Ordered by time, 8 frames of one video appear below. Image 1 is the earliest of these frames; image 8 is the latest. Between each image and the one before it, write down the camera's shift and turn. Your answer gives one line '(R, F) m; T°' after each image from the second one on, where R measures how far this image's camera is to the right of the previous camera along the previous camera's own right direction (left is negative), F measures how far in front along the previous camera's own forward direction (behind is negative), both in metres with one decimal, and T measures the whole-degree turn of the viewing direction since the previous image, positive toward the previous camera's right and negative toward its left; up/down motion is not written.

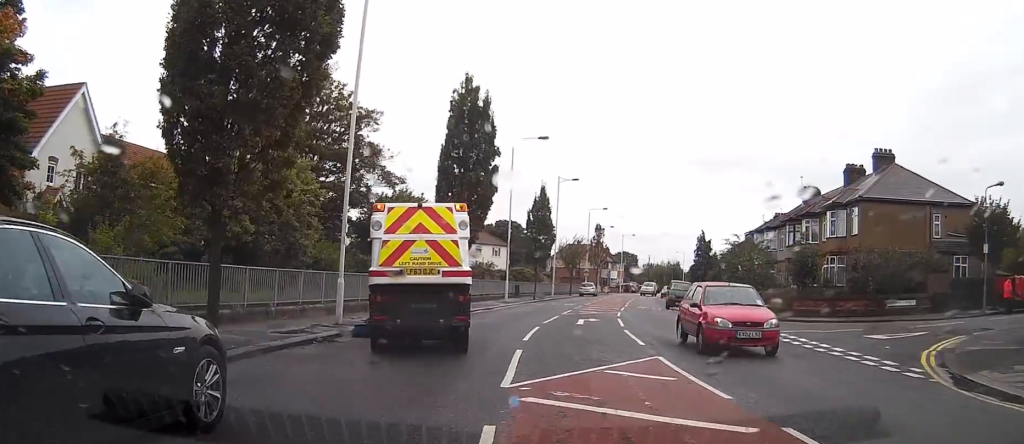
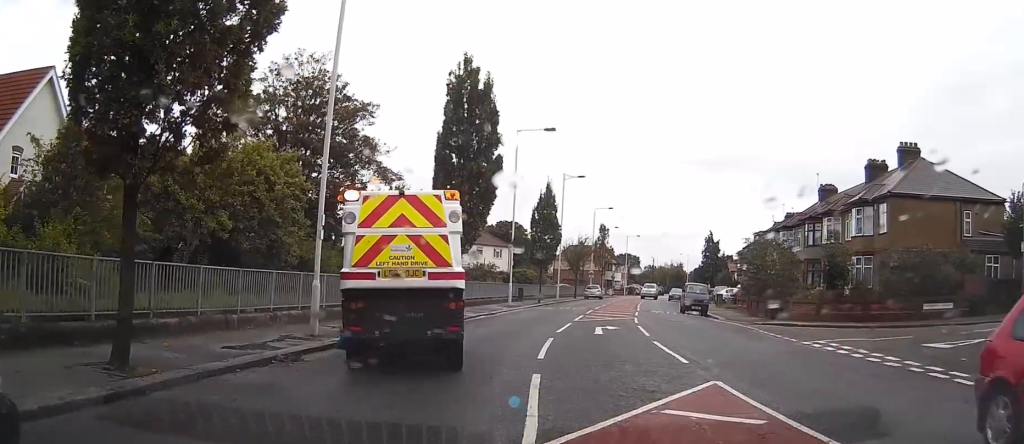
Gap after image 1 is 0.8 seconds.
(0.0, +3.3) m; 0°
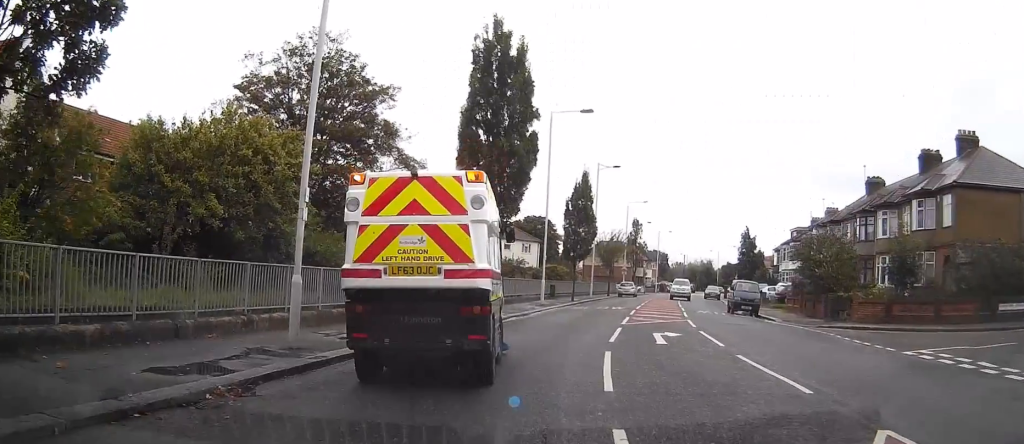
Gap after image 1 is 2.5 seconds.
(0.0, +5.0) m; +2°
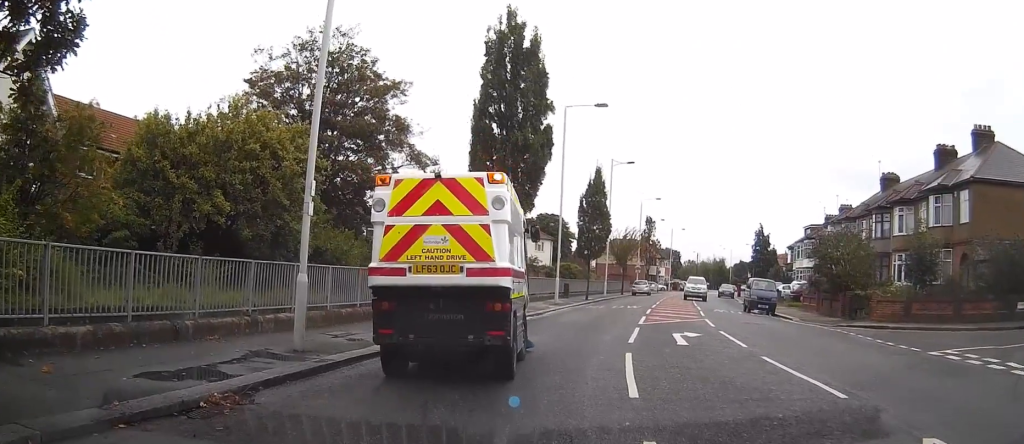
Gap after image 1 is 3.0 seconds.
(+0.1, +0.7) m; 0°
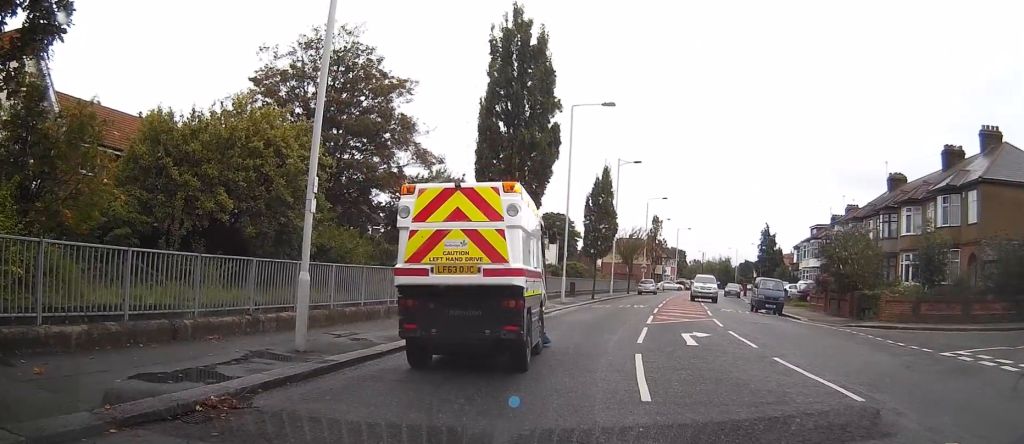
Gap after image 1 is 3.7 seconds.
(+0.2, +0.4) m; 0°
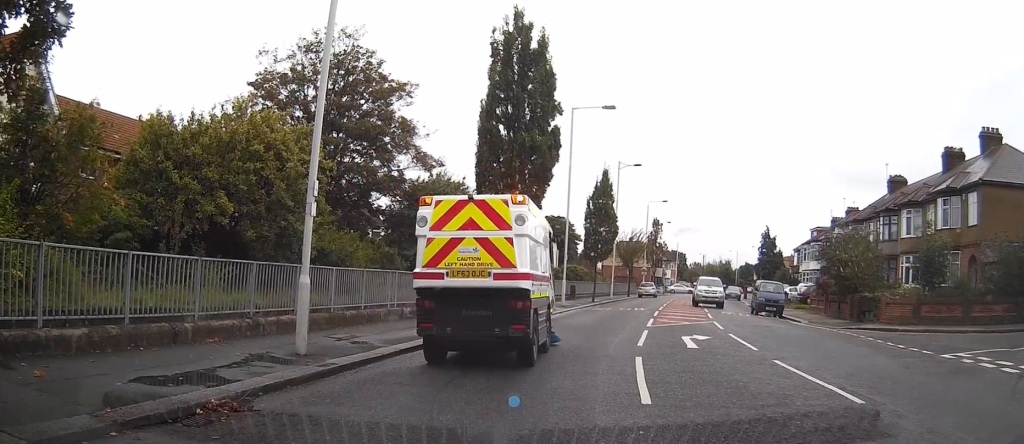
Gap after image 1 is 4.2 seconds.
(+0.3, 0.0) m; 0°
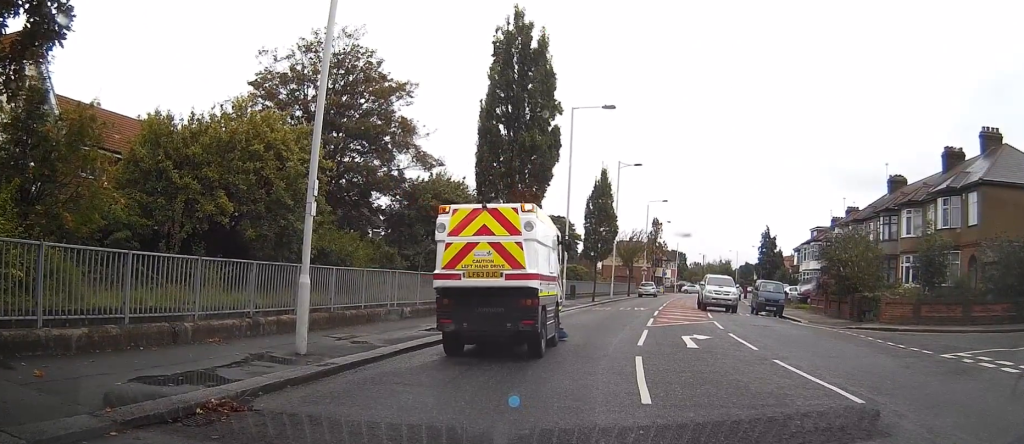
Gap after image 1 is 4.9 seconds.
(+0.1, 0.0) m; 0°
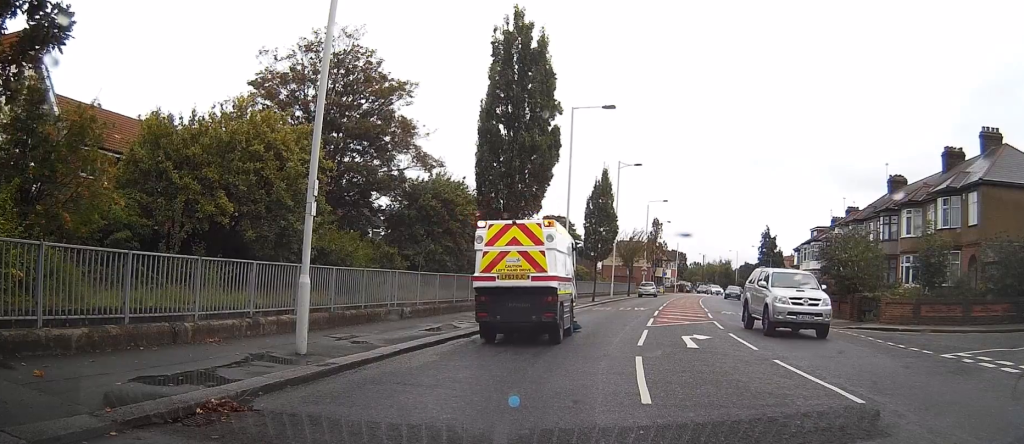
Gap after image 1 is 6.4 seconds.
(0.0, 0.0) m; 0°
